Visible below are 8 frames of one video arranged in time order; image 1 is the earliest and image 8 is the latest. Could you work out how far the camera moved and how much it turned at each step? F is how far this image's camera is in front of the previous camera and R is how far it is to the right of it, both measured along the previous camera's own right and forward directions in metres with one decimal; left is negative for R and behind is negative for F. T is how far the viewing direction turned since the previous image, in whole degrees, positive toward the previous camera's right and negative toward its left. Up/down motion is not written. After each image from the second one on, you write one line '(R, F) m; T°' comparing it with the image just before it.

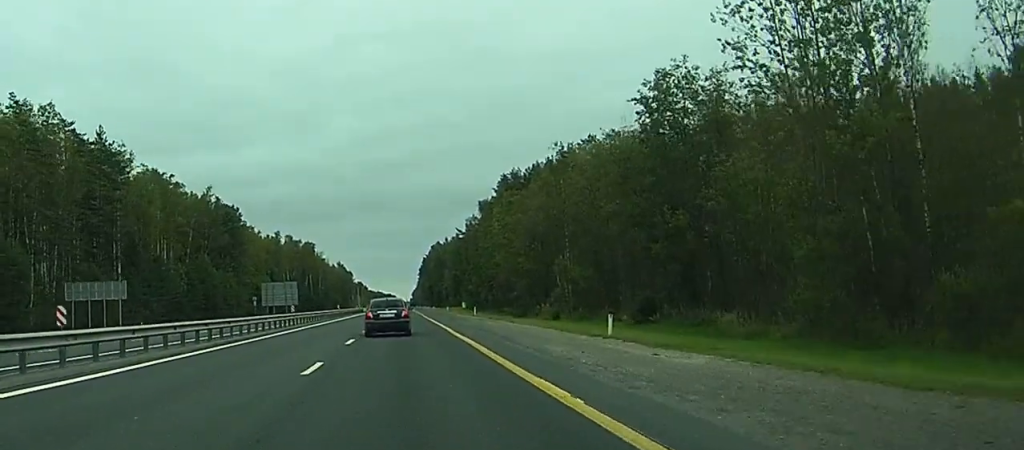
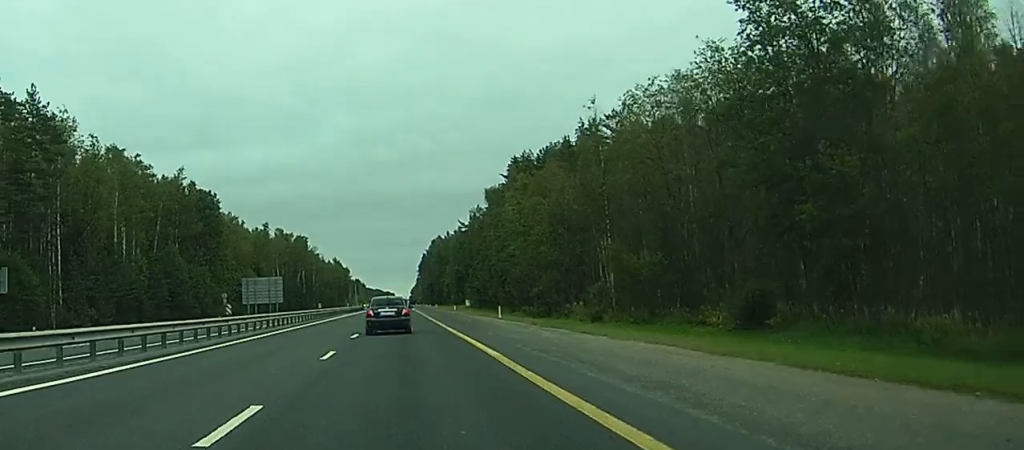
(-0.1, +19.9) m; 0°
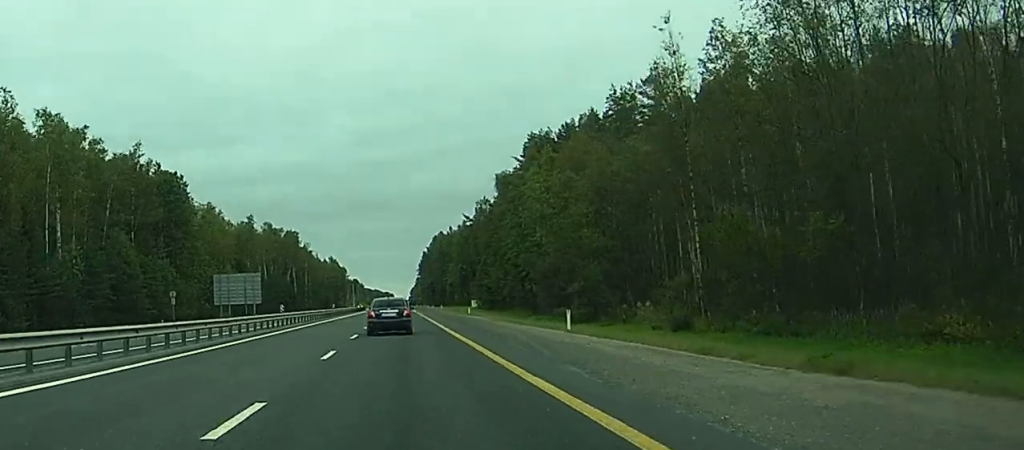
(+0.2, +23.0) m; +1°
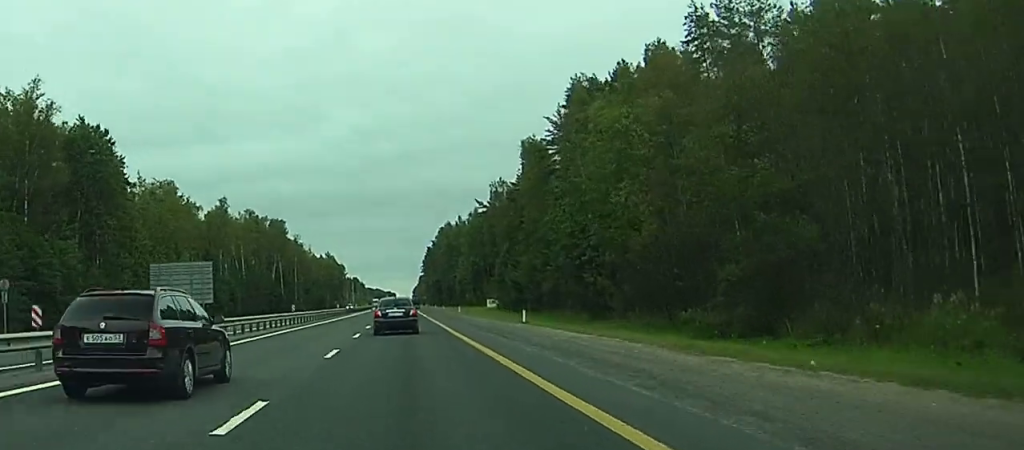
(0.0, +34.7) m; 0°
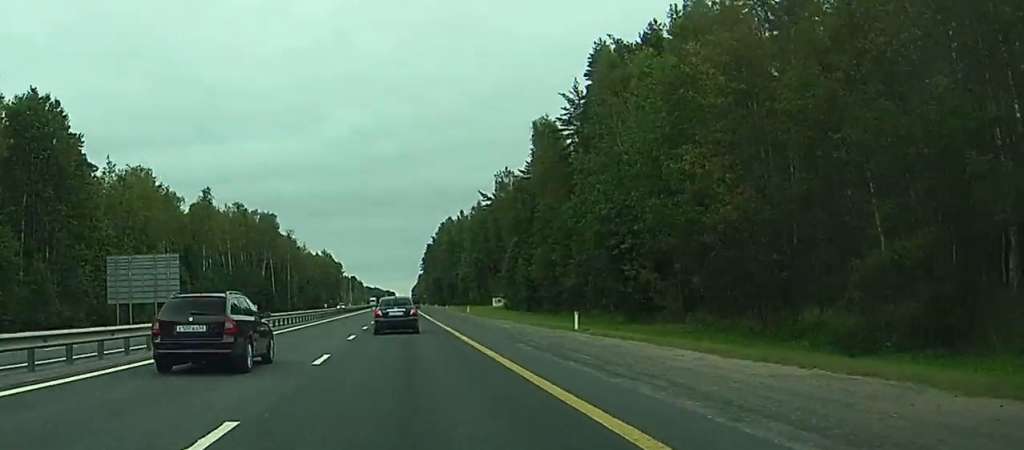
(-0.1, +14.0) m; 0°
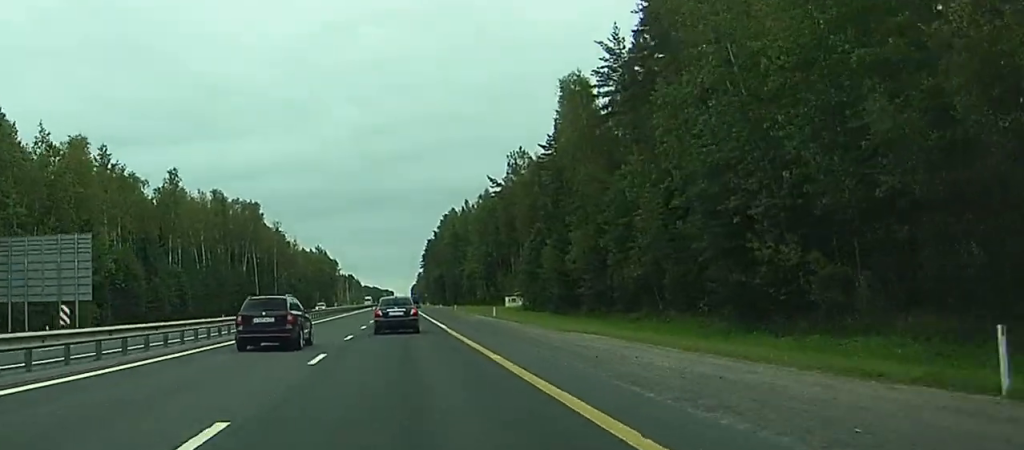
(+0.1, +23.5) m; 0°
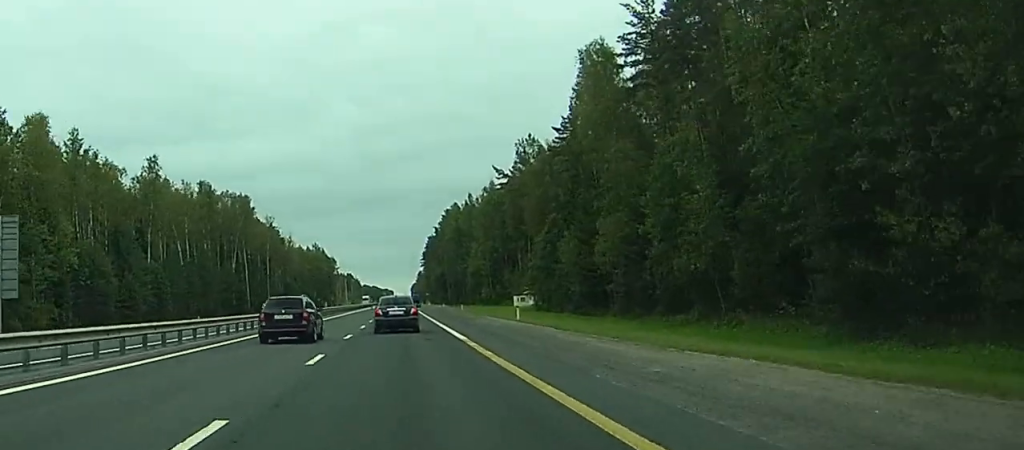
(0.0, +11.8) m; 0°
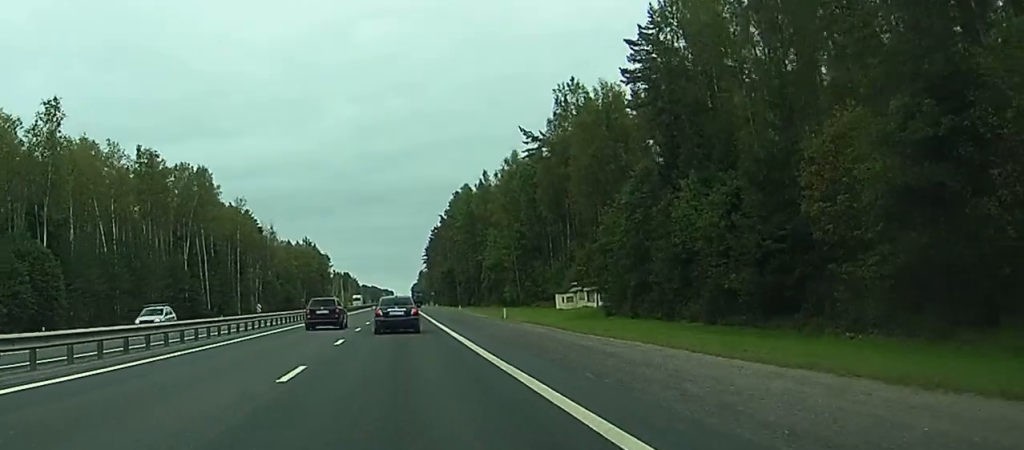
(0.0, +38.4) m; 0°
